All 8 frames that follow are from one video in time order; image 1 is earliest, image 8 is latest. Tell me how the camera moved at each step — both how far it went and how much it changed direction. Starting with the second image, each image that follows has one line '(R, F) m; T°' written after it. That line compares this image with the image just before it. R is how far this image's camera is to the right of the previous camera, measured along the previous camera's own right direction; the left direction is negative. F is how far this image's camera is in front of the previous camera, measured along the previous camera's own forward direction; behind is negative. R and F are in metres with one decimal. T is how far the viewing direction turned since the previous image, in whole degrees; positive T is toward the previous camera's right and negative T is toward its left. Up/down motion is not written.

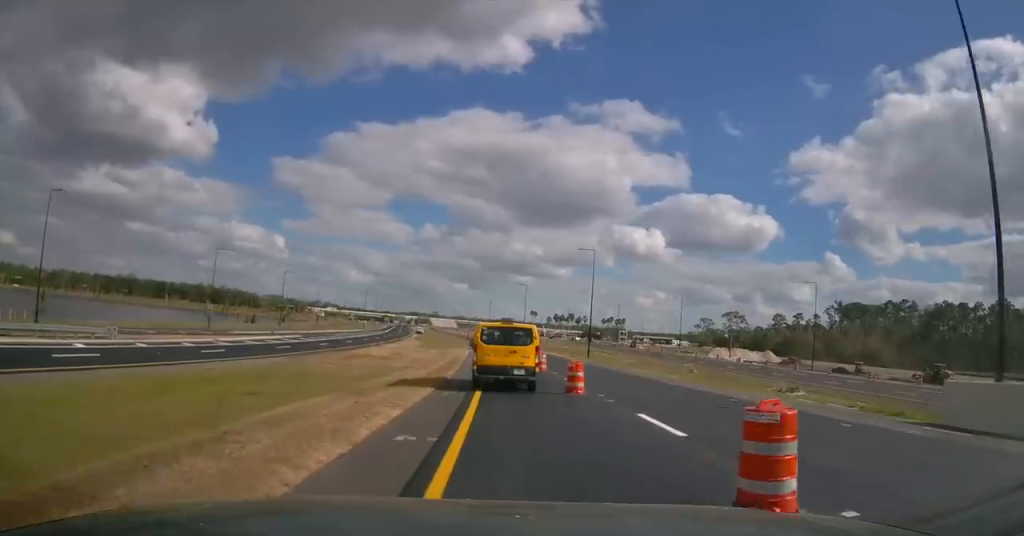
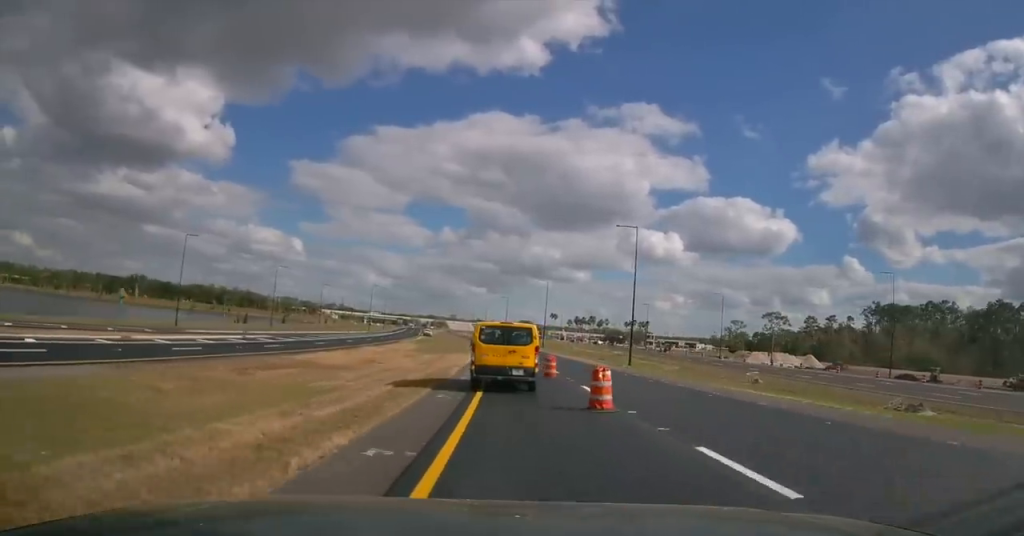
(-0.3, +16.3) m; -1°
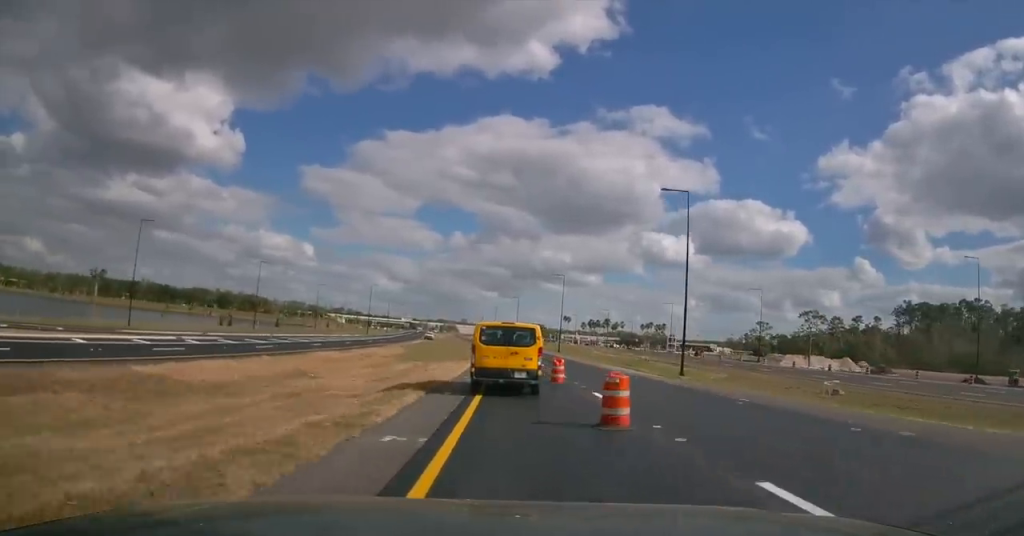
(-0.2, +14.5) m; -2°
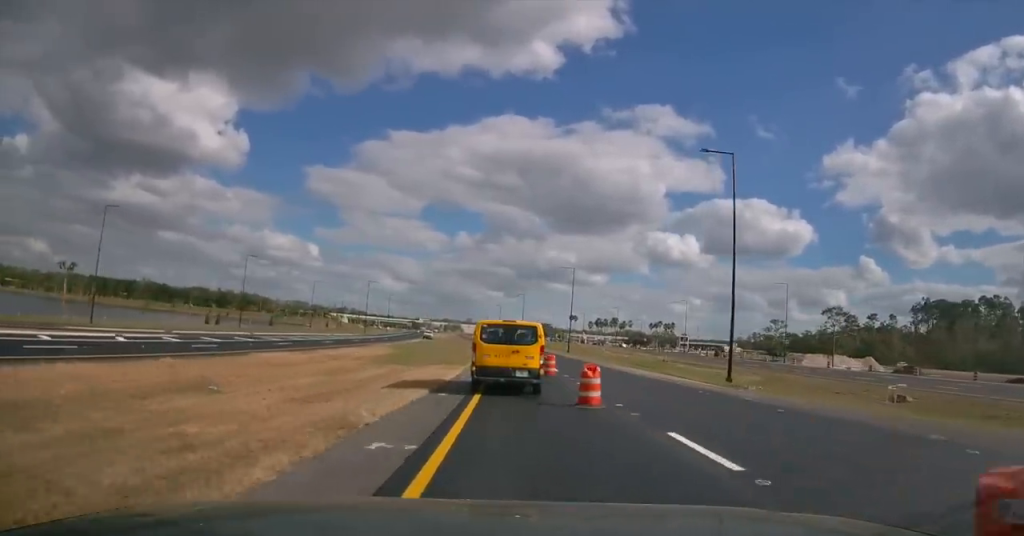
(-0.2, +8.5) m; 0°
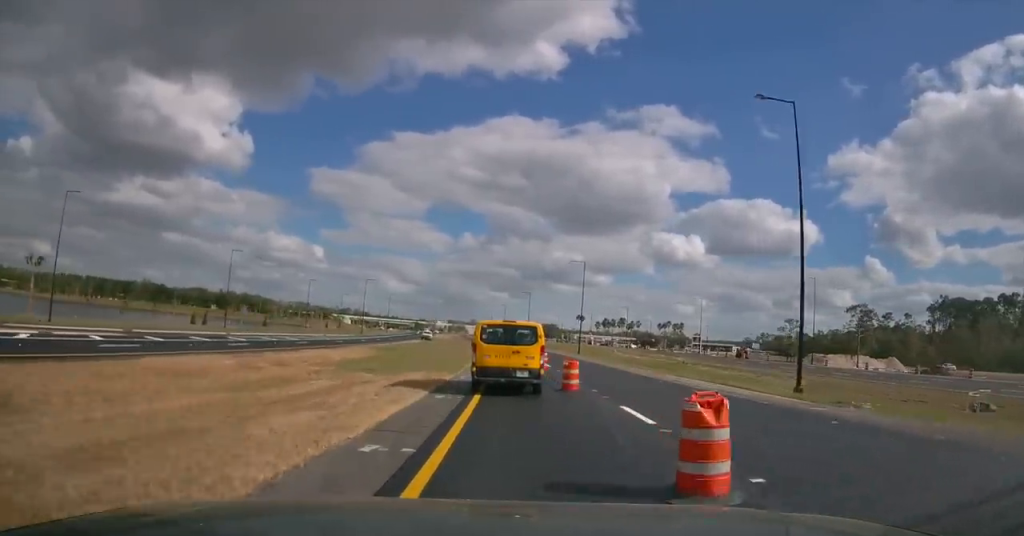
(+0.2, +7.9) m; 0°
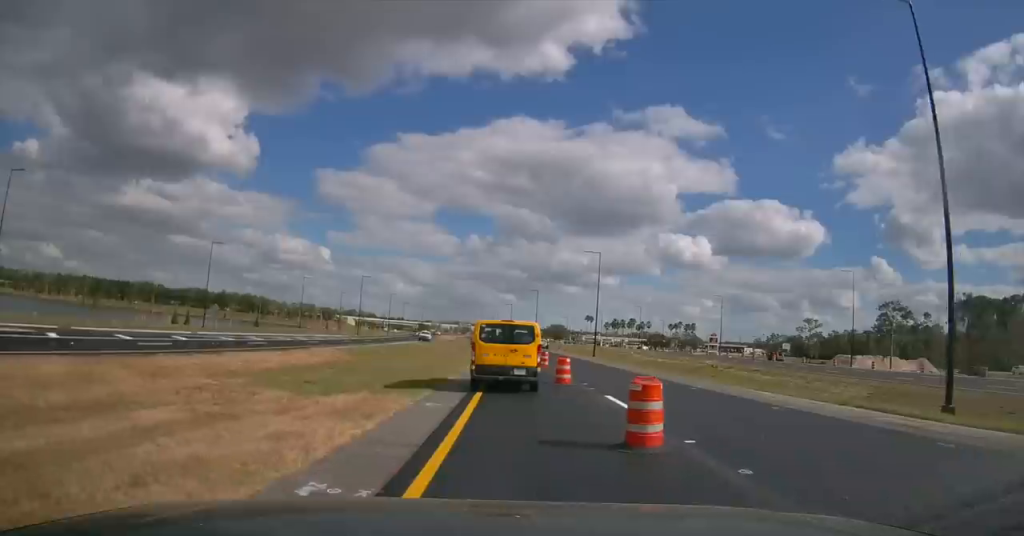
(-0.1, +9.5) m; -1°
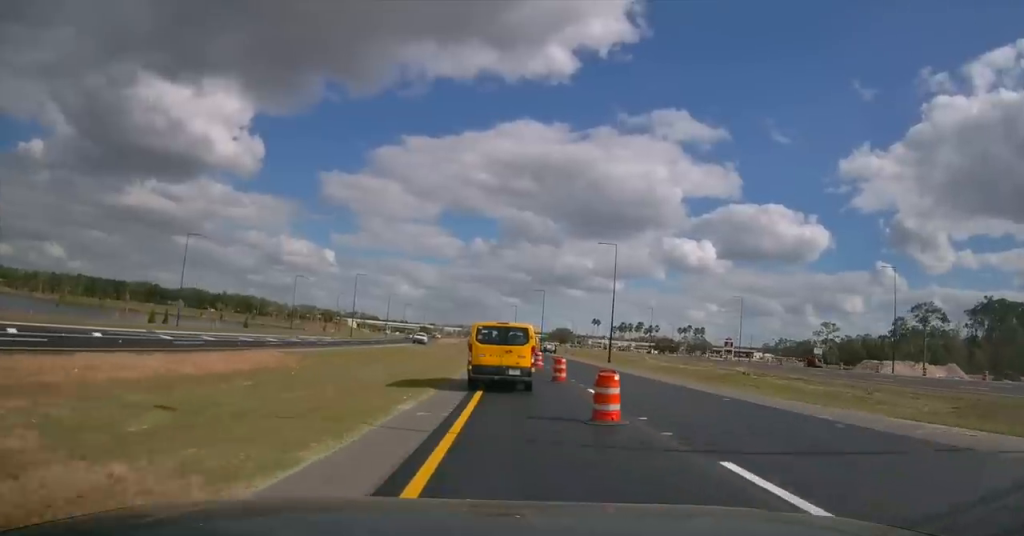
(-0.1, +9.0) m; 0°
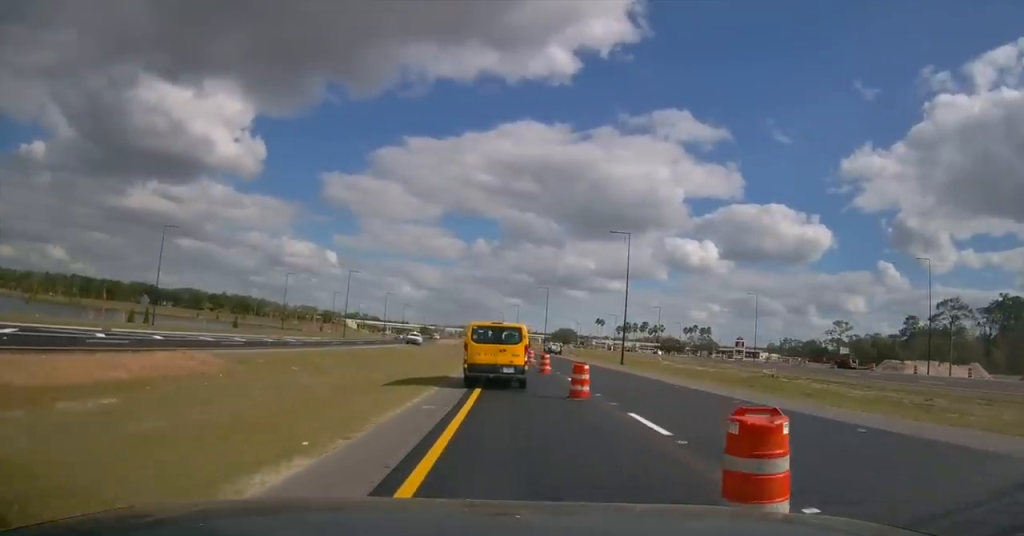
(0.0, +6.9) m; 0°
